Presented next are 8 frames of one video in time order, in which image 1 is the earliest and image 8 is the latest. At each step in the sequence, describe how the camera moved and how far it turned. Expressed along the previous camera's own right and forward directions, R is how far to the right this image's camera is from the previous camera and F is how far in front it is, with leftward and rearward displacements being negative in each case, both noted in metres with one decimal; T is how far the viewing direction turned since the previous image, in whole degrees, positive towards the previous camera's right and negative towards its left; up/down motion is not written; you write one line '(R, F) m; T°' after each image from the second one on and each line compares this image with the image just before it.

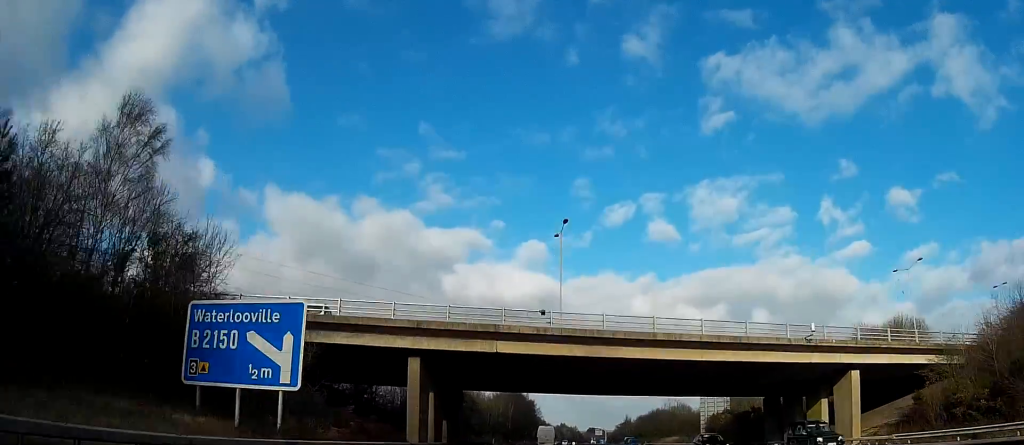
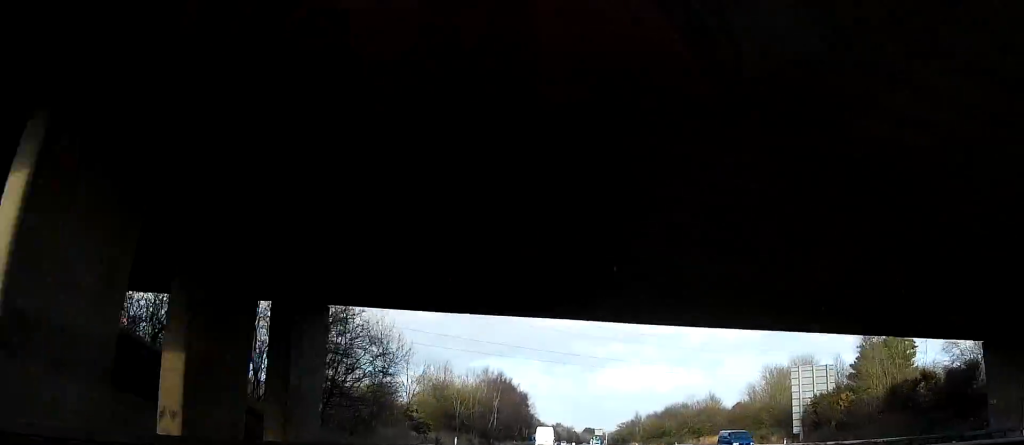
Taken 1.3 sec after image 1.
(+0.3, +34.4) m; 0°
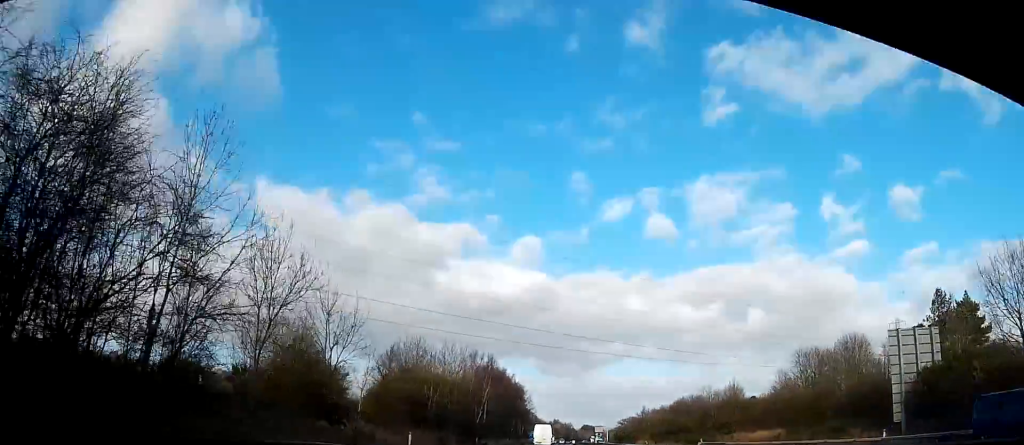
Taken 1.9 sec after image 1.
(+0.1, +17.0) m; -1°
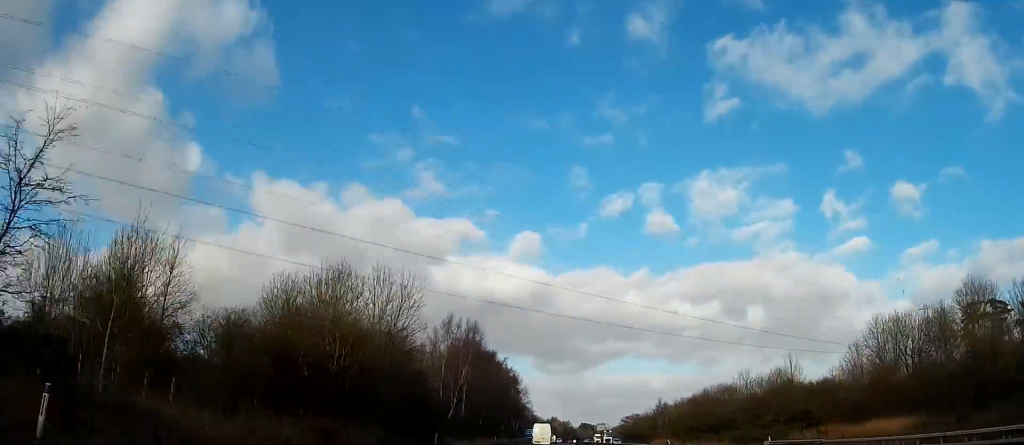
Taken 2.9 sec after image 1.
(-0.3, +25.9) m; -1°
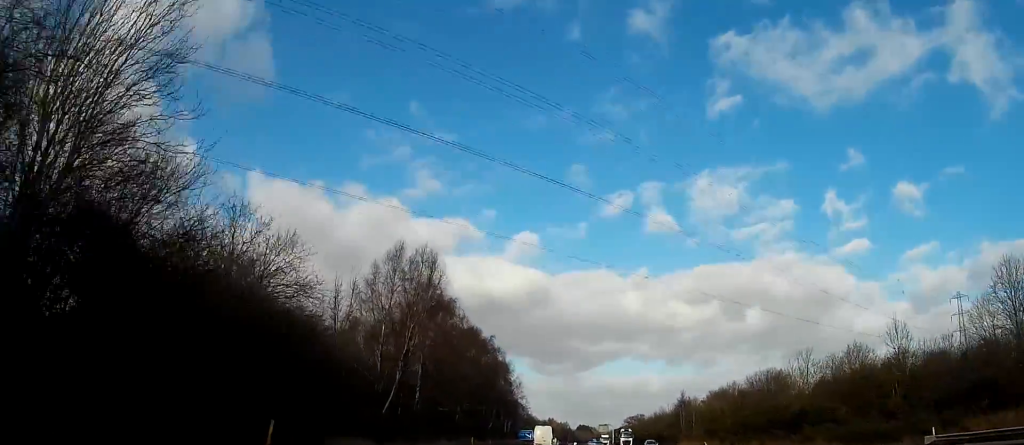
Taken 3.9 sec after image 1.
(+0.1, +26.7) m; 0°
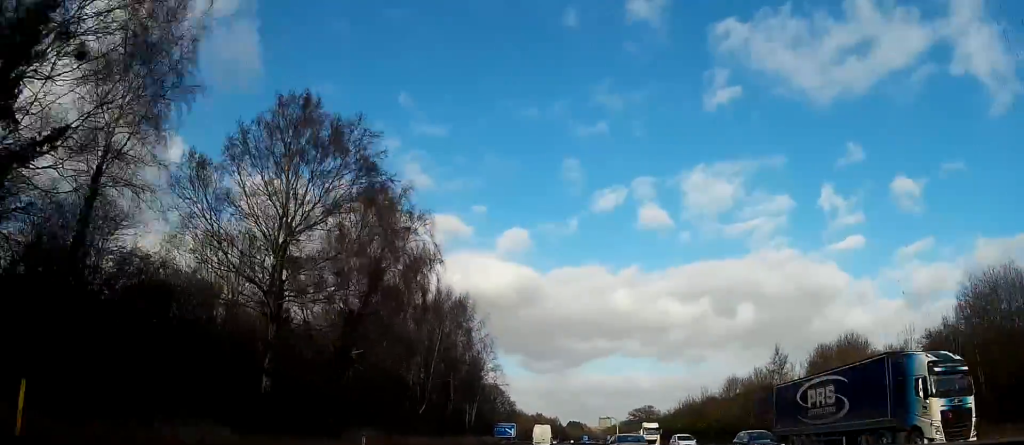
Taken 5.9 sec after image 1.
(+1.1, +54.2) m; +3°
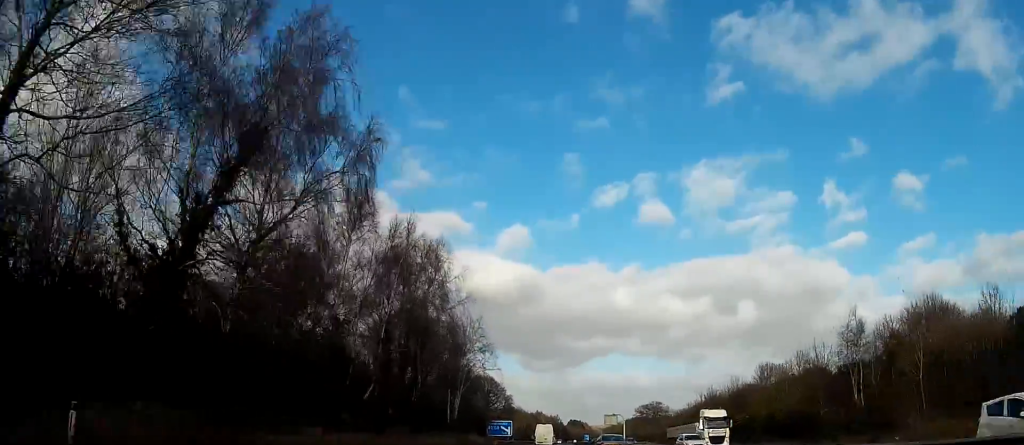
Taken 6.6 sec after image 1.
(+0.1, +18.0) m; 0°
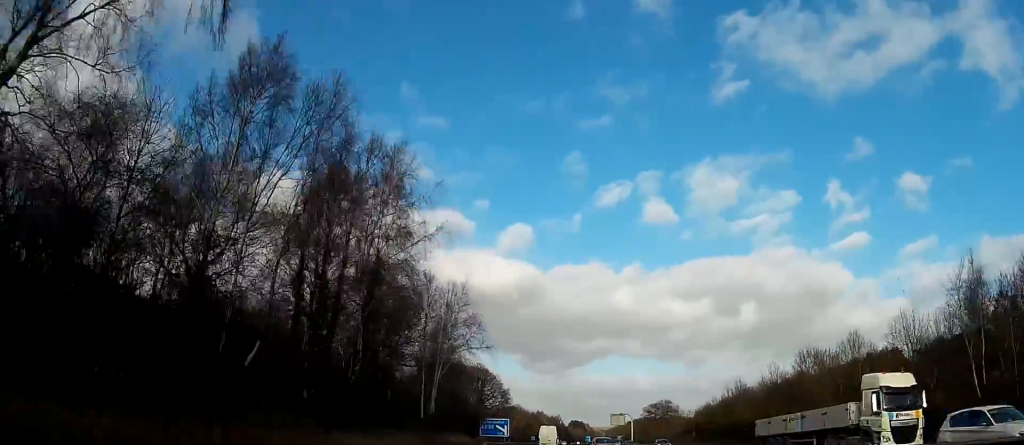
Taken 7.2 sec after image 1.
(0.0, +16.2) m; 0°
